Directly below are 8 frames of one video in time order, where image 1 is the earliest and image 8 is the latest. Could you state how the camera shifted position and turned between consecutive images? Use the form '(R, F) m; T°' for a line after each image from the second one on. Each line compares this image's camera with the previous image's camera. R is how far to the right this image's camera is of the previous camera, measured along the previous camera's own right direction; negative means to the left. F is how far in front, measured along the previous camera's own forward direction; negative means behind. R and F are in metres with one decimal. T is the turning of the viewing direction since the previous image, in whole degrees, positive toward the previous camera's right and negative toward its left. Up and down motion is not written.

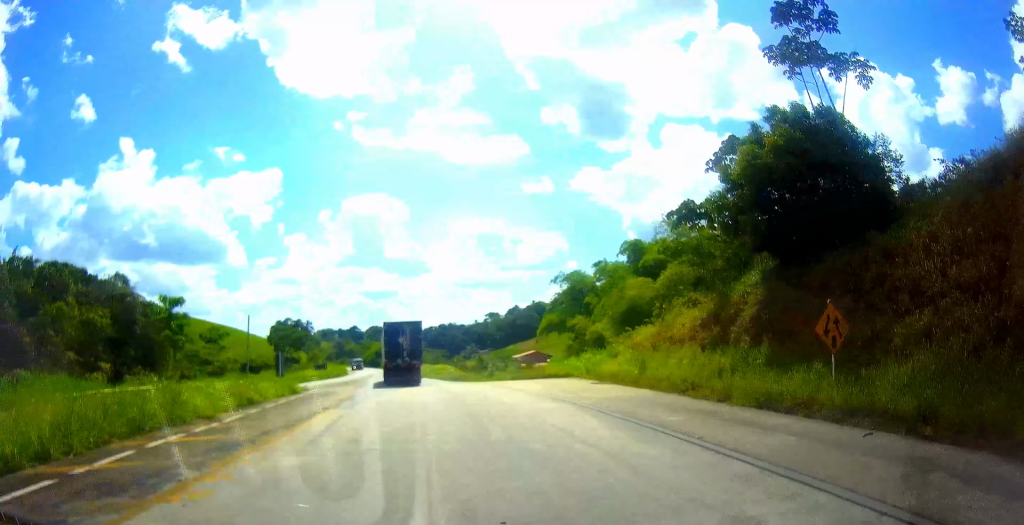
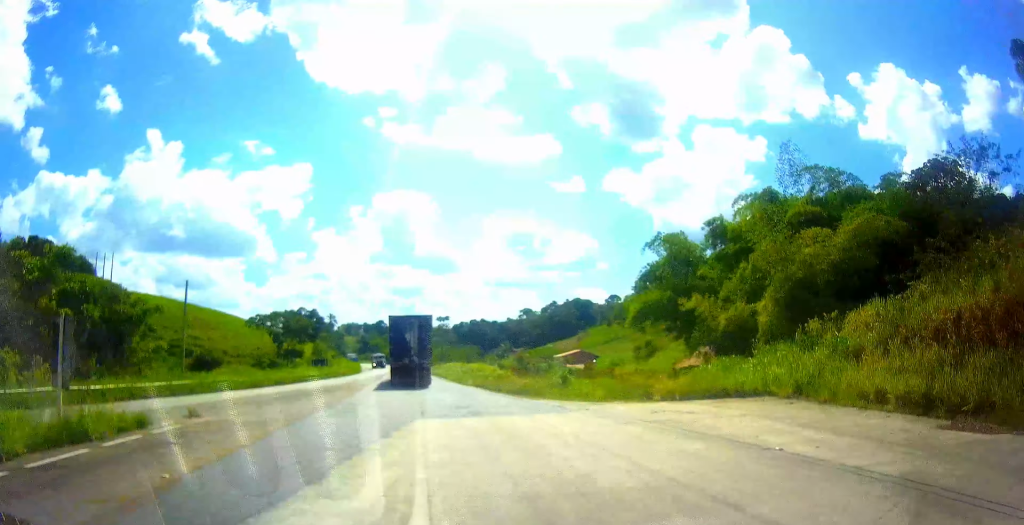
(0.0, +23.3) m; 0°
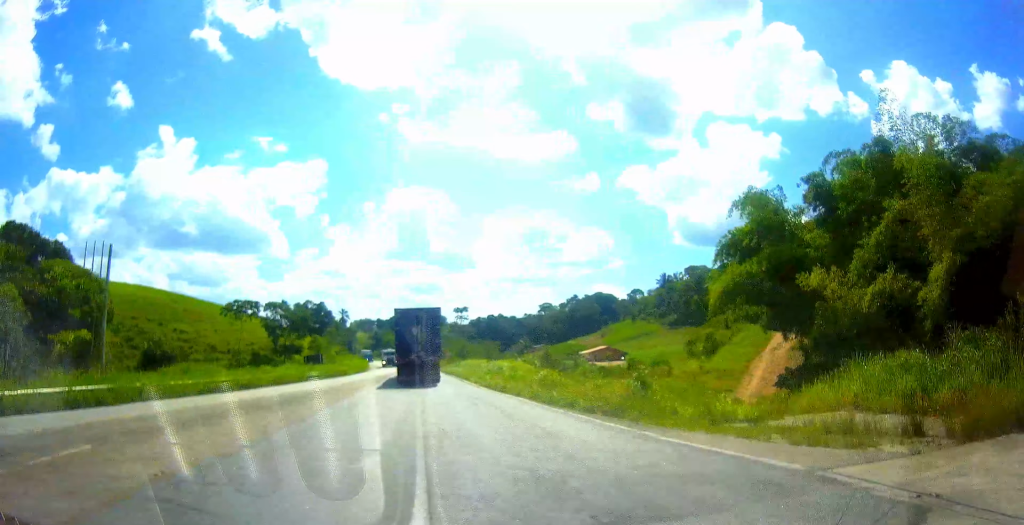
(0.0, +12.7) m; 0°
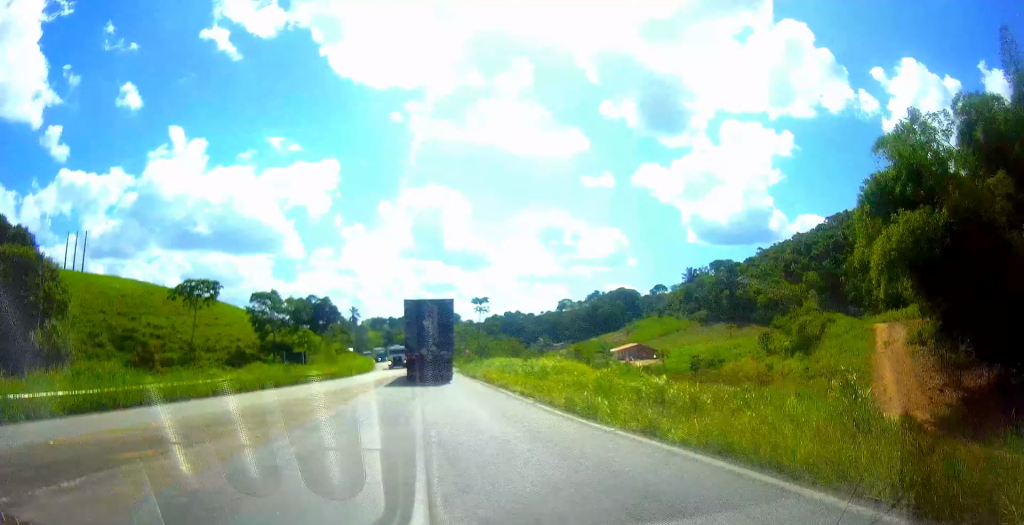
(0.0, +14.6) m; 0°
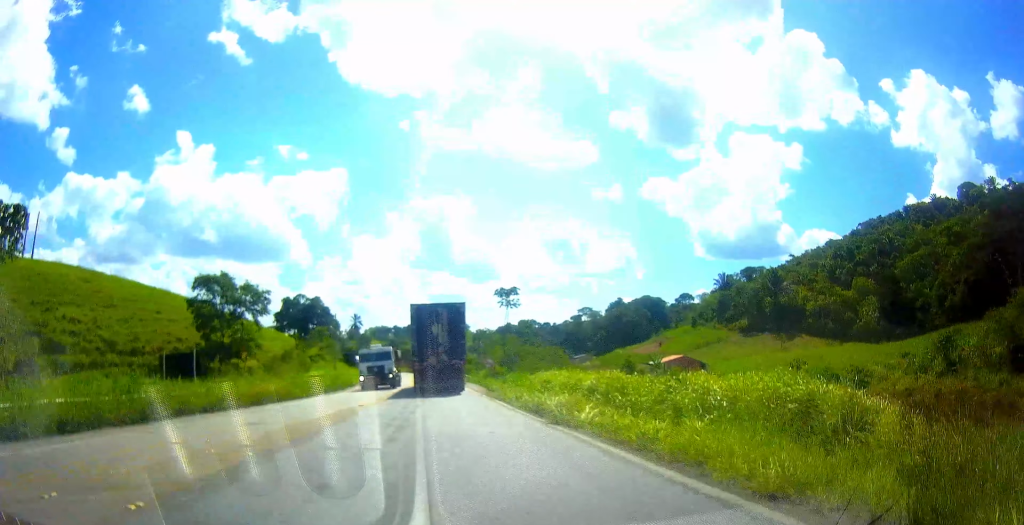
(0.0, +23.9) m; 0°
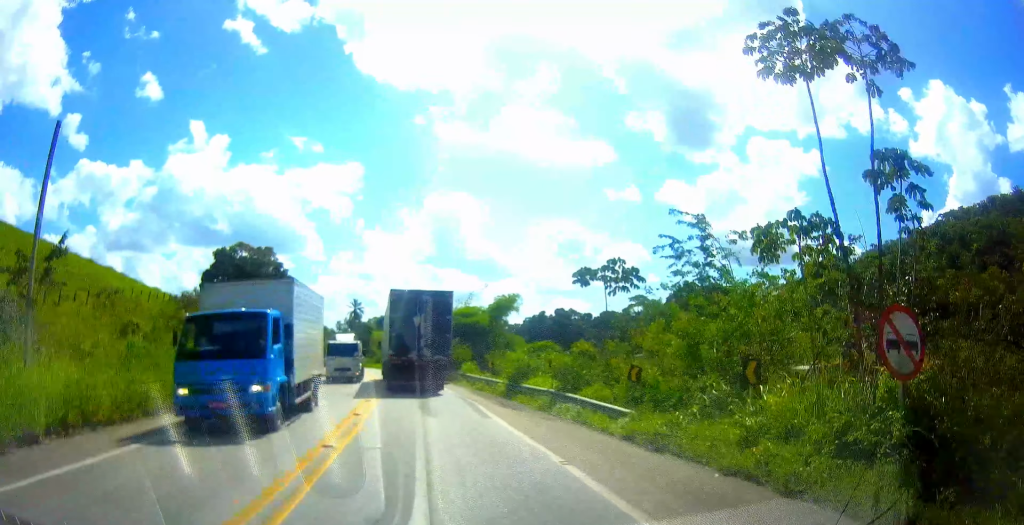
(0.0, +53.2) m; 0°
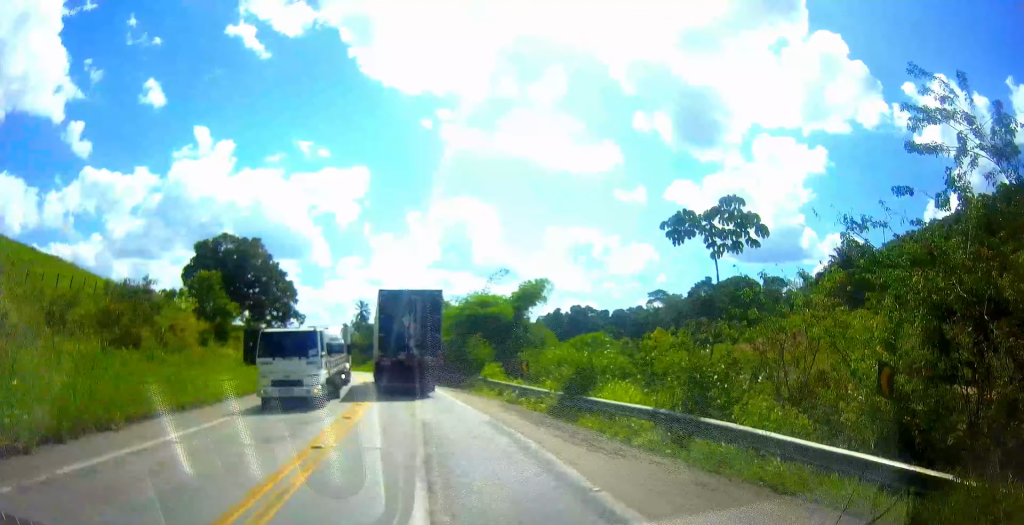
(0.0, +10.5) m; 0°
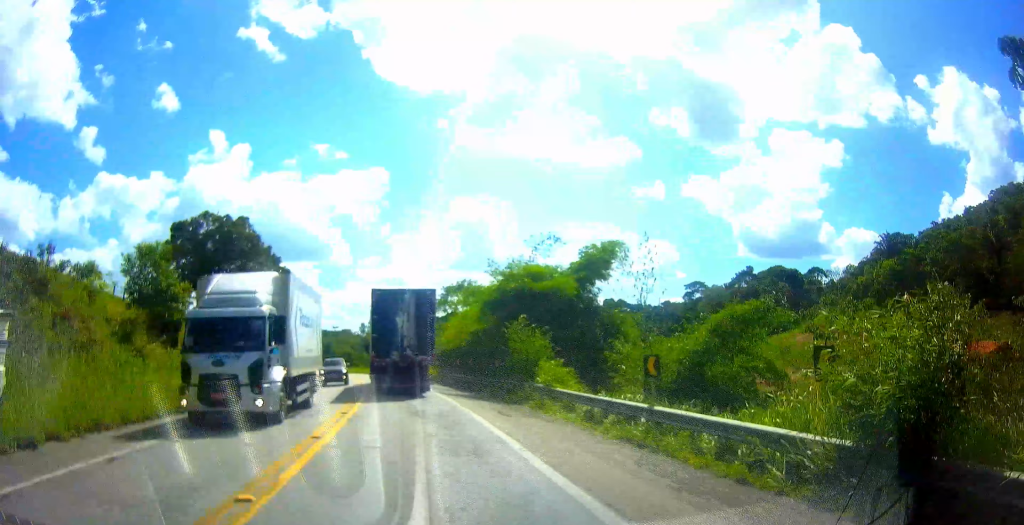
(0.0, +13.7) m; 0°
